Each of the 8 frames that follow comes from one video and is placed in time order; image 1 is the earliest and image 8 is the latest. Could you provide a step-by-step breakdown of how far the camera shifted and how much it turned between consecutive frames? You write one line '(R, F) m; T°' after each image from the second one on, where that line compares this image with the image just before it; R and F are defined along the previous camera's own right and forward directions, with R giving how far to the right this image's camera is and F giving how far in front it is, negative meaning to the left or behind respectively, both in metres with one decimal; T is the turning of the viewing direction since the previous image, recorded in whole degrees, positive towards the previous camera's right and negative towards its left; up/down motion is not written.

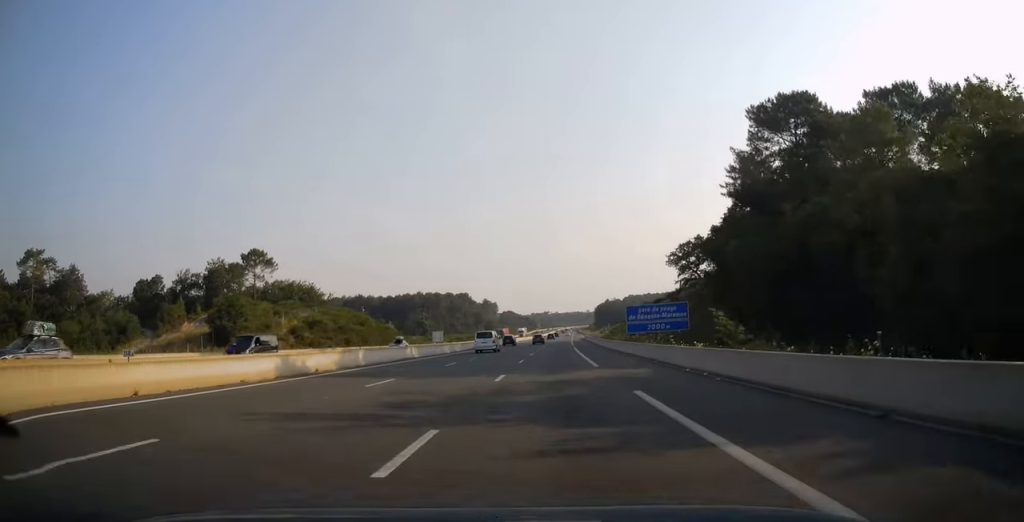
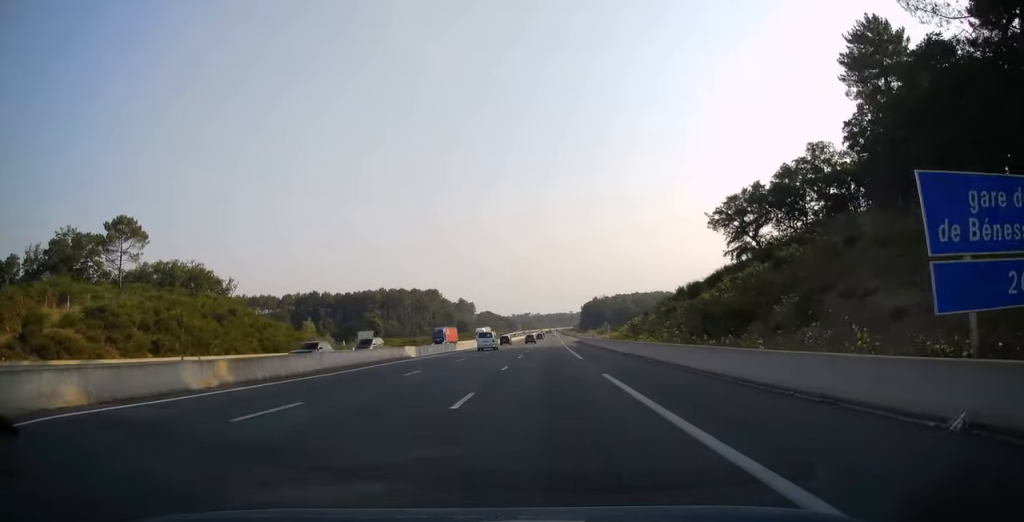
(+0.6, +46.5) m; +1°
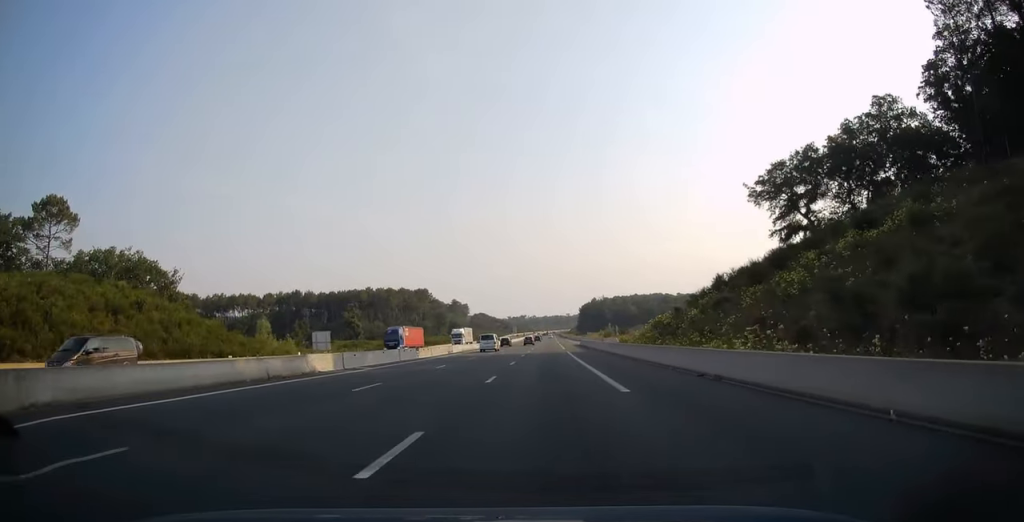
(0.0, +18.8) m; +1°
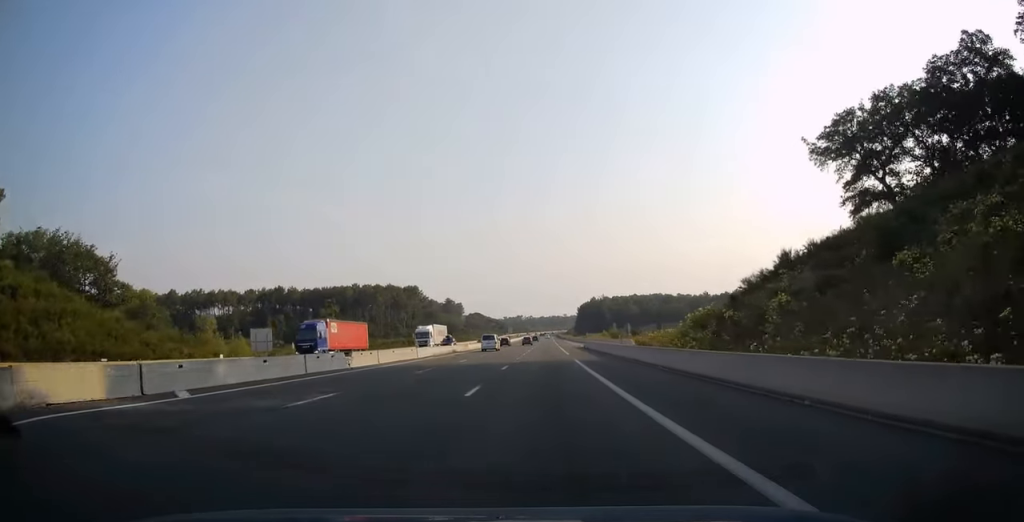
(+0.2, +17.3) m; 0°
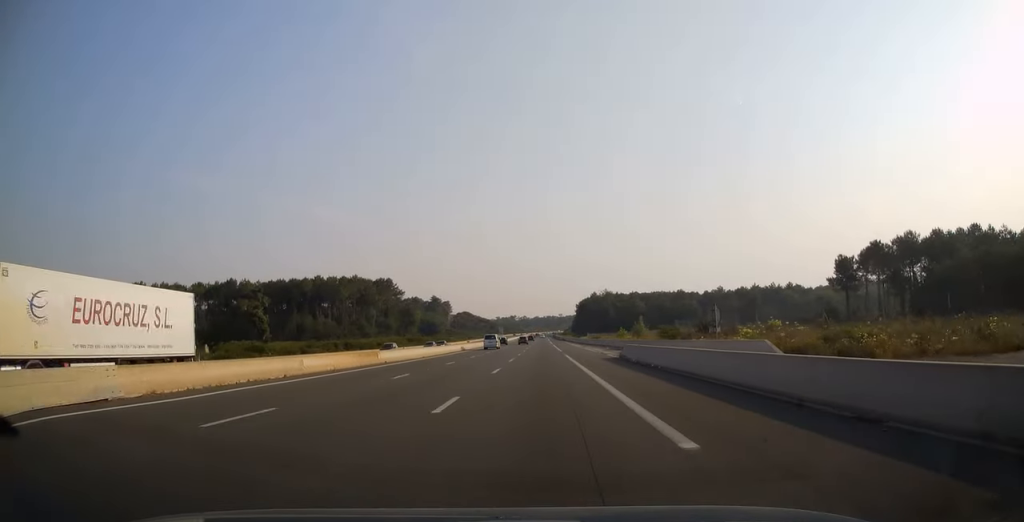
(+0.1, +42.4) m; 0°
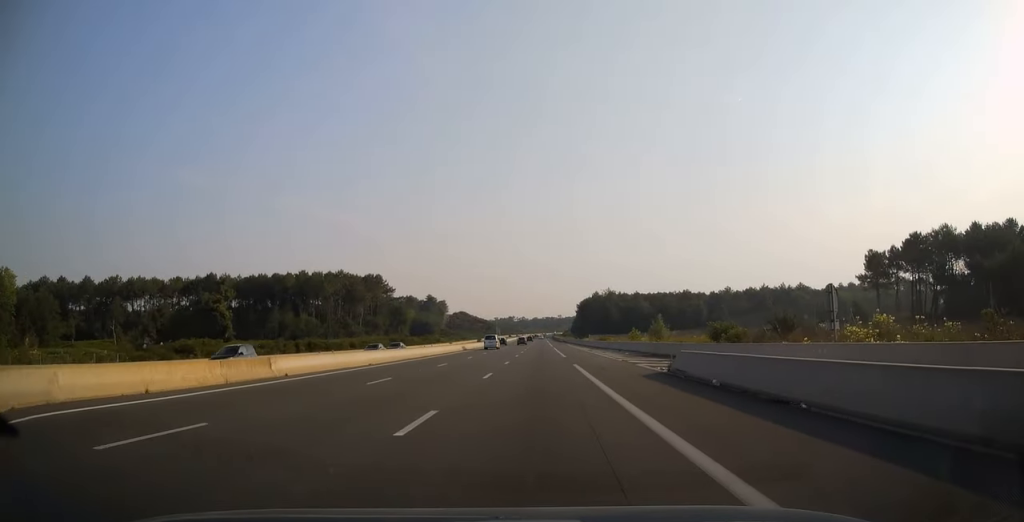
(0.0, +15.7) m; 0°
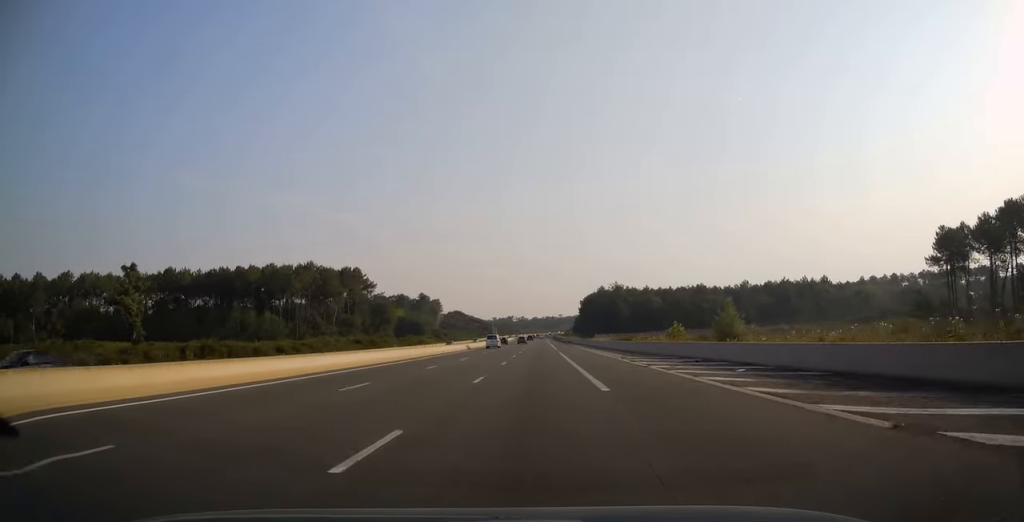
(+0.1, +28.4) m; 0°
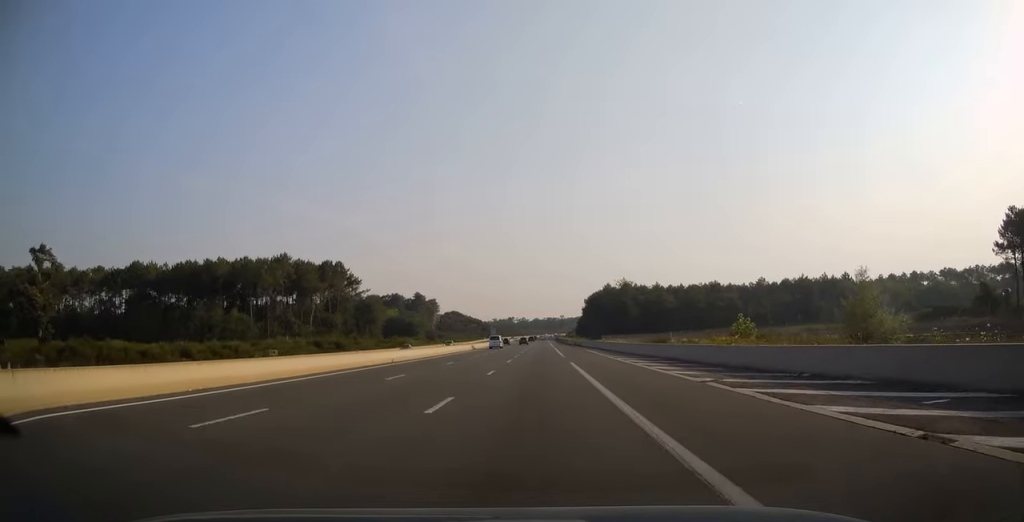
(0.0, +20.5) m; 0°
